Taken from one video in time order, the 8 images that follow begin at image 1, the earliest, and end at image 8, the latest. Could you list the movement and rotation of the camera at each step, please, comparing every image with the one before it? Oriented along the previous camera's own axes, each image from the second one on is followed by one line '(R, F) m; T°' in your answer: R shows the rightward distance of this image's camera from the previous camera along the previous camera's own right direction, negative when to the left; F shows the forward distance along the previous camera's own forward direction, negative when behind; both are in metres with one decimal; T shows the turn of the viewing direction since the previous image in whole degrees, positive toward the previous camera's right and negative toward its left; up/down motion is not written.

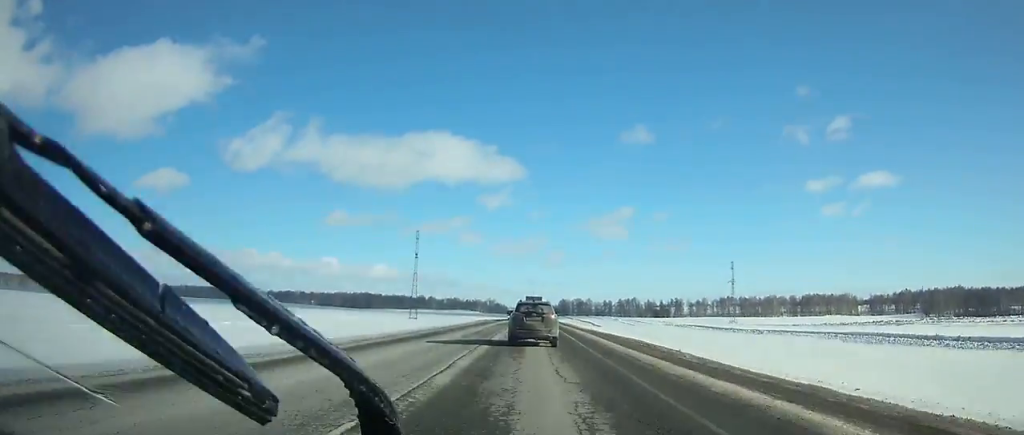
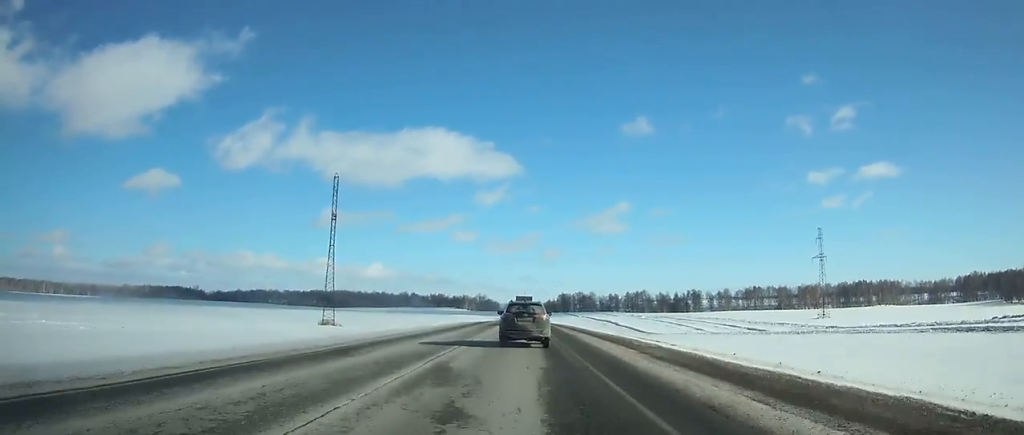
(+0.4, +94.3) m; 0°
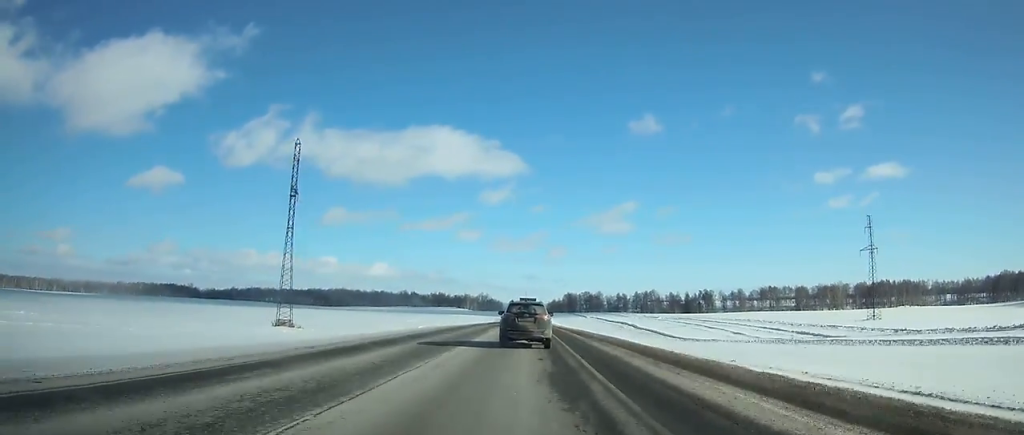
(+0.1, +27.7) m; 0°
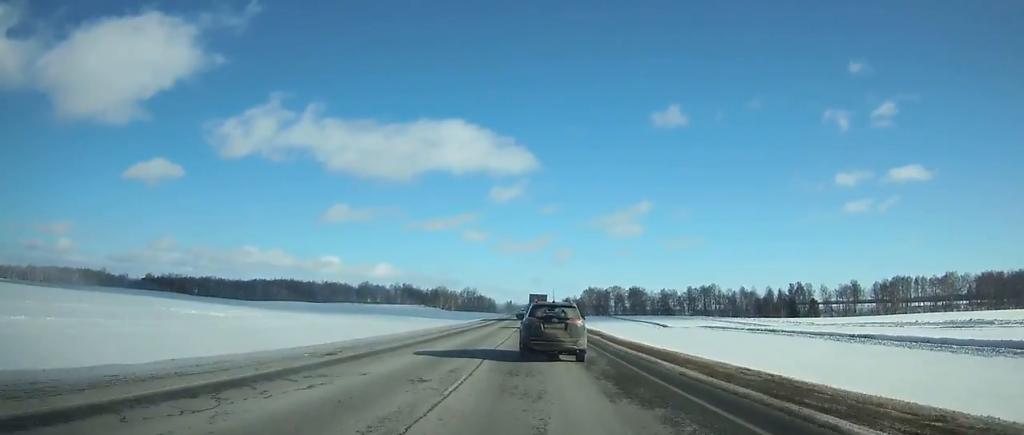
(-1.3, +197.9) m; 0°
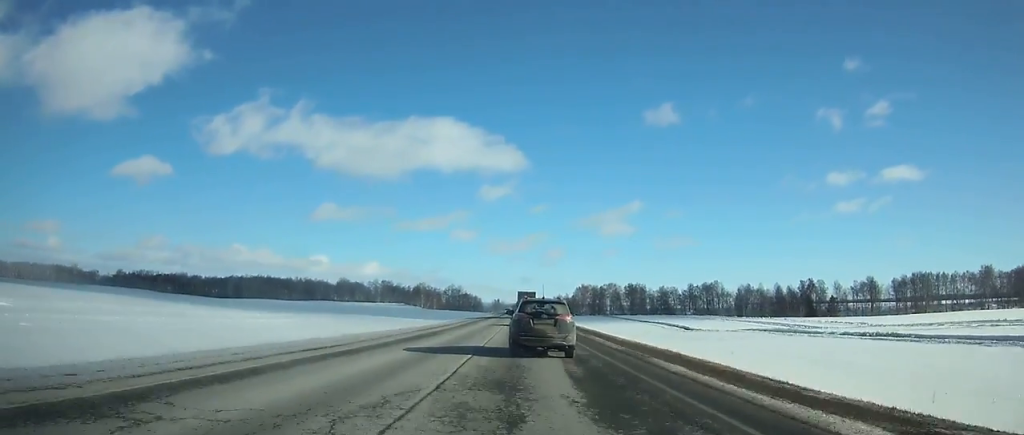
(0.0, +32.3) m; 0°
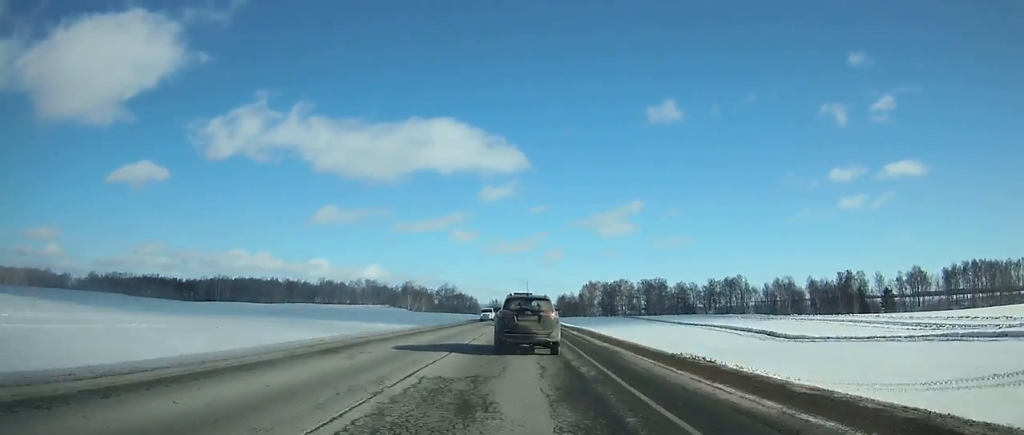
(+0.3, +43.5) m; 0°
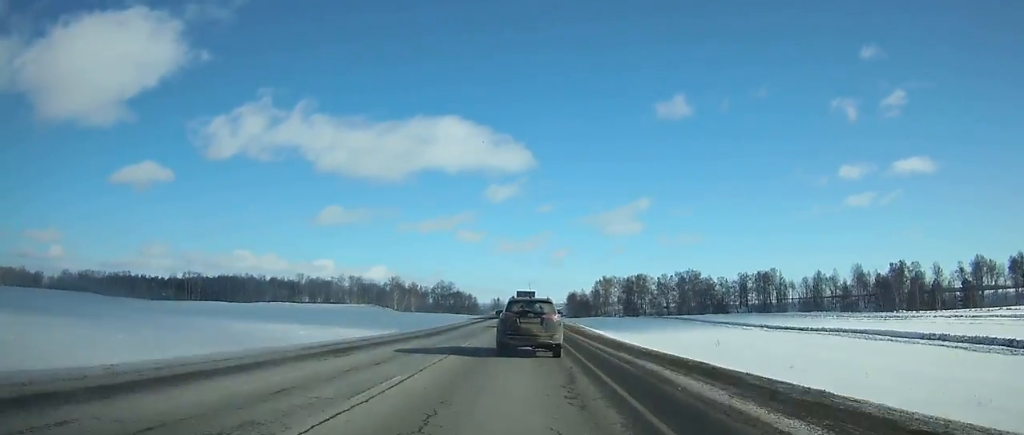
(0.0, +45.2) m; 0°
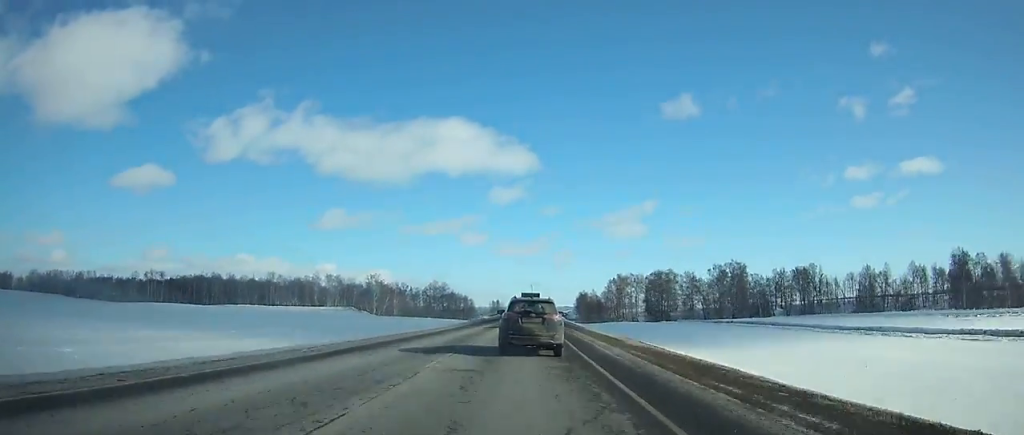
(0.0, +42.4) m; 0°
